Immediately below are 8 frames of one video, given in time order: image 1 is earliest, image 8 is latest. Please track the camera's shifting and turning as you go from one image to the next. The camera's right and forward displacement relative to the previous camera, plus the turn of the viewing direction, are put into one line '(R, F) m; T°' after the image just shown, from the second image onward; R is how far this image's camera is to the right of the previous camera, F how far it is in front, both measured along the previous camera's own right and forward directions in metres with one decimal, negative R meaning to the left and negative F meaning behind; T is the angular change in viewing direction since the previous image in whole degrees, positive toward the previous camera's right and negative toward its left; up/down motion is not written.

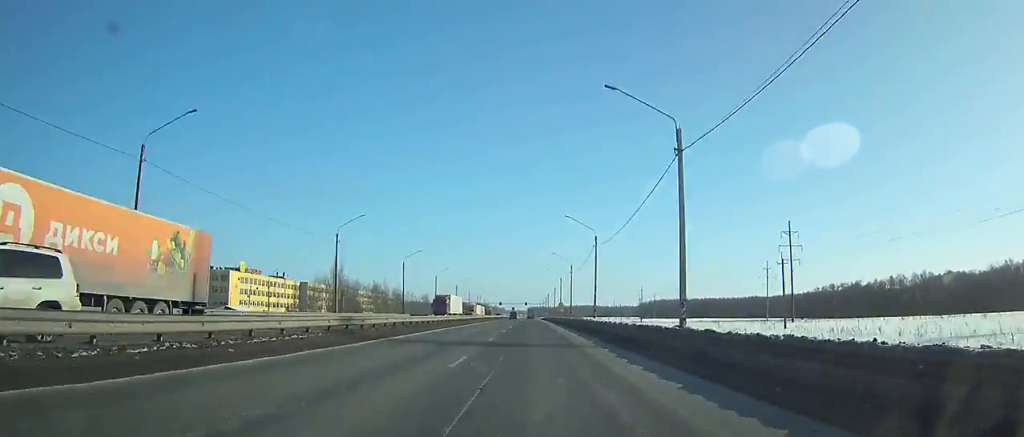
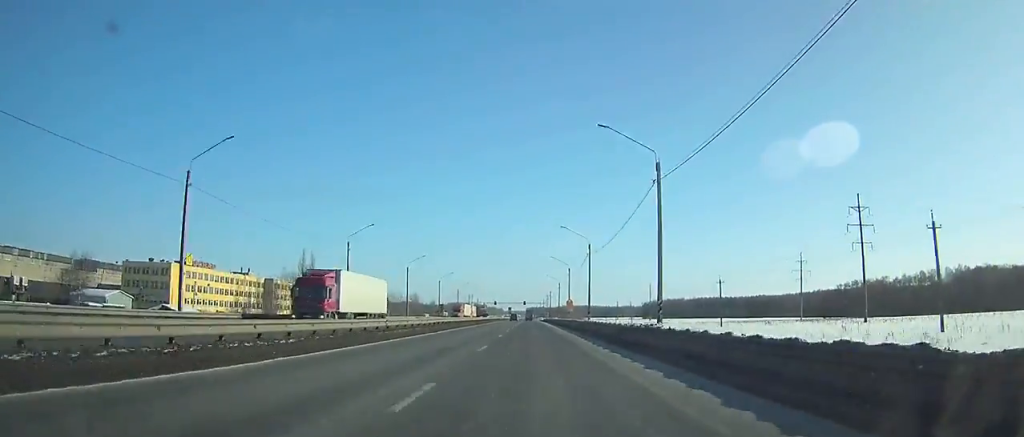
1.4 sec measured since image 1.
(-0.1, +30.0) m; 0°
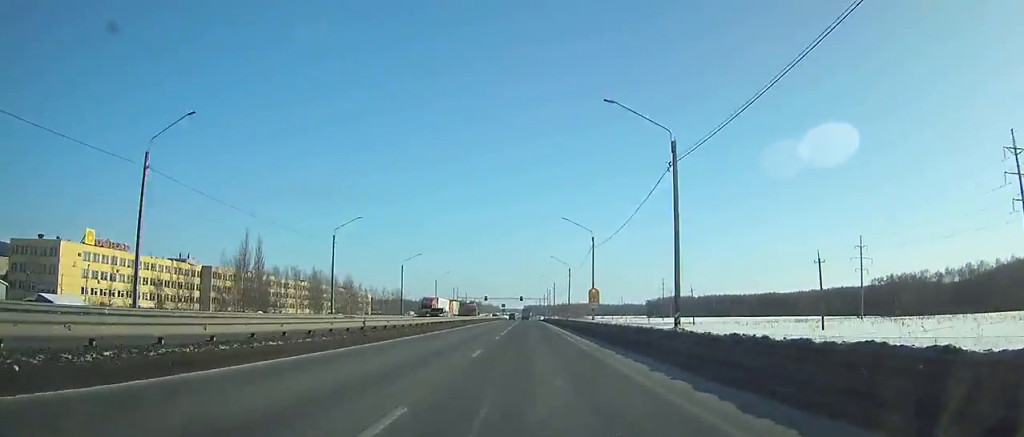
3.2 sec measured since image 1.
(+0.1, +38.9) m; 0°
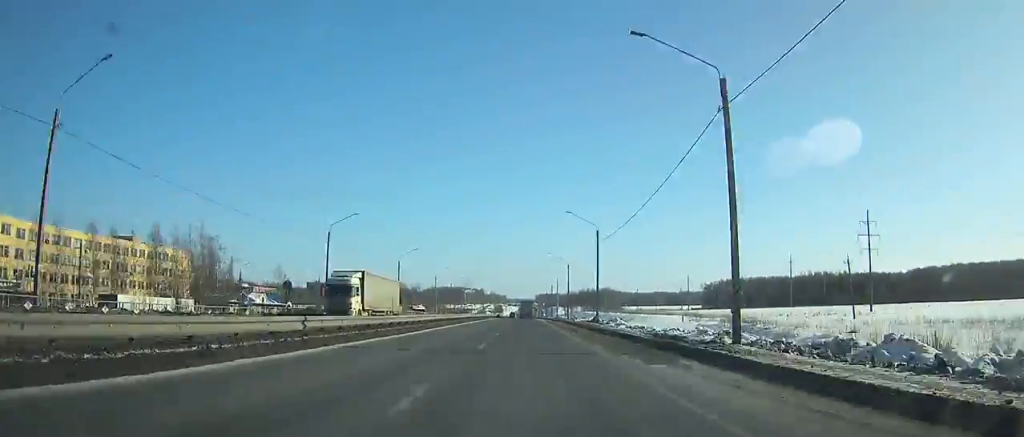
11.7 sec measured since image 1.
(-0.8, +189.9) m; -1°
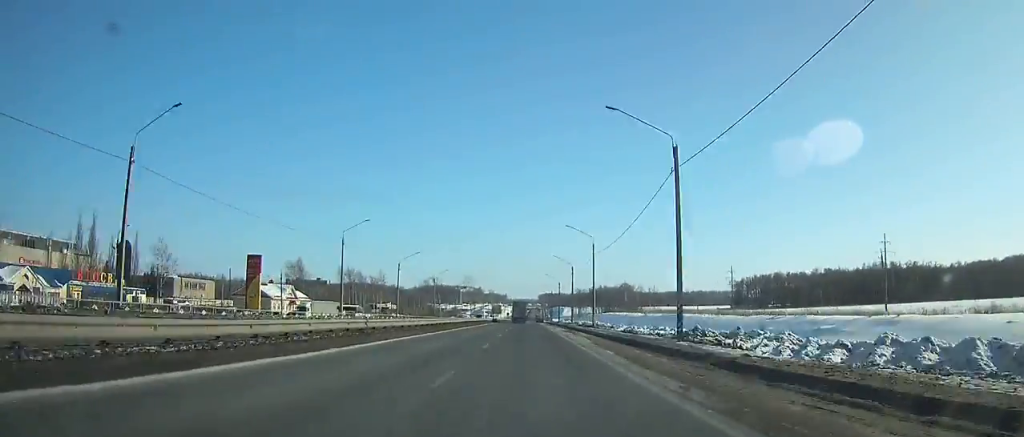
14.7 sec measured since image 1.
(-0.4, +69.8) m; 0°
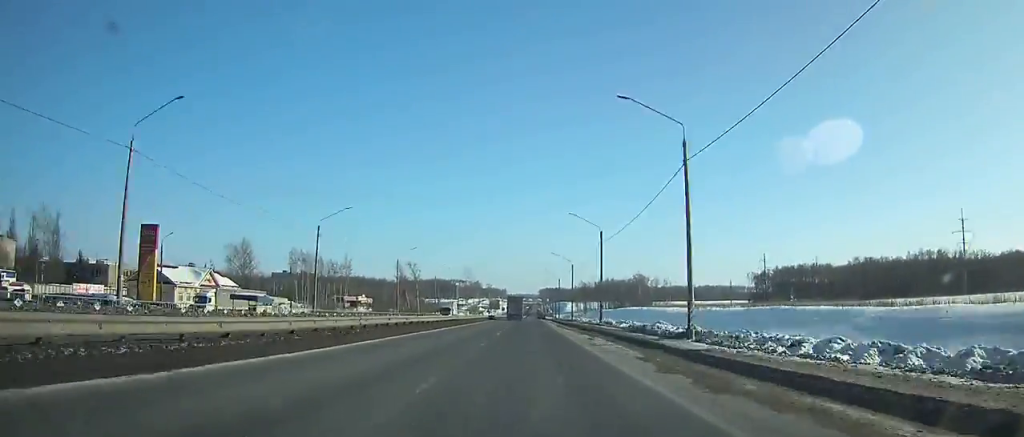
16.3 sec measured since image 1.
(-0.1, +37.7) m; 0°
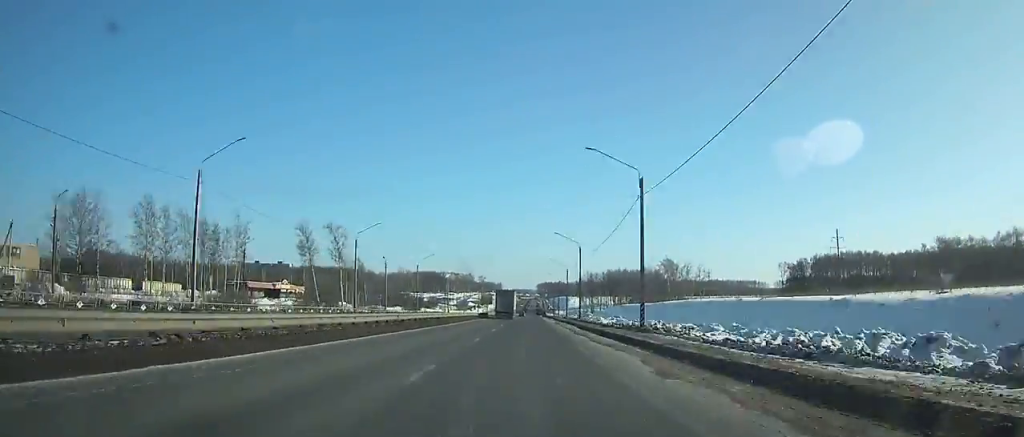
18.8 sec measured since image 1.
(0.0, +58.7) m; 0°
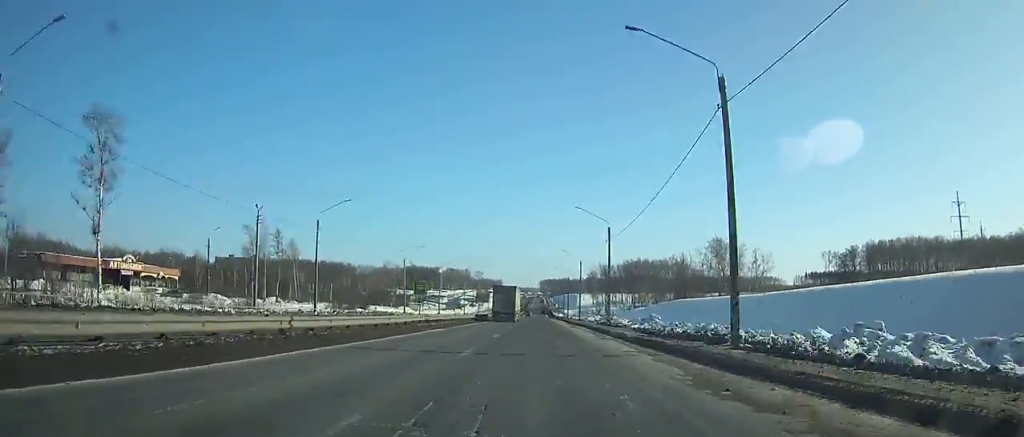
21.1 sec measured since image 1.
(+0.1, +53.5) m; 0°
